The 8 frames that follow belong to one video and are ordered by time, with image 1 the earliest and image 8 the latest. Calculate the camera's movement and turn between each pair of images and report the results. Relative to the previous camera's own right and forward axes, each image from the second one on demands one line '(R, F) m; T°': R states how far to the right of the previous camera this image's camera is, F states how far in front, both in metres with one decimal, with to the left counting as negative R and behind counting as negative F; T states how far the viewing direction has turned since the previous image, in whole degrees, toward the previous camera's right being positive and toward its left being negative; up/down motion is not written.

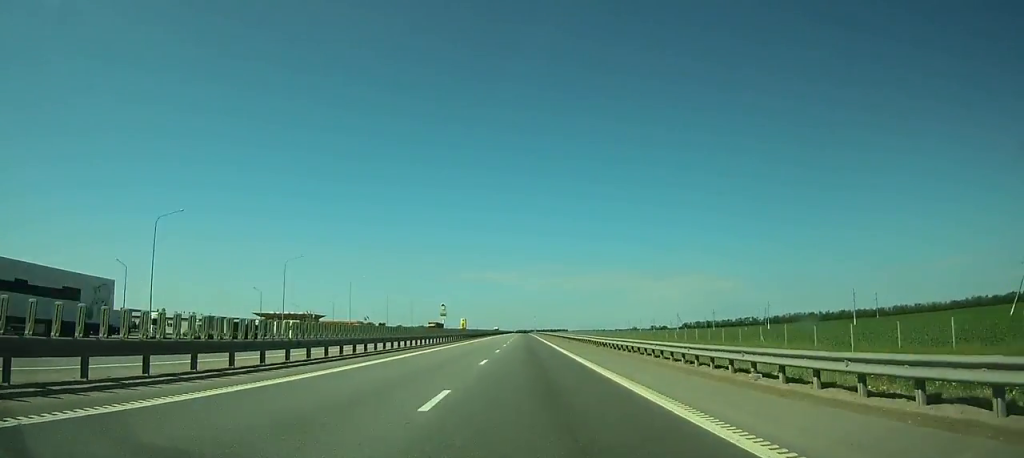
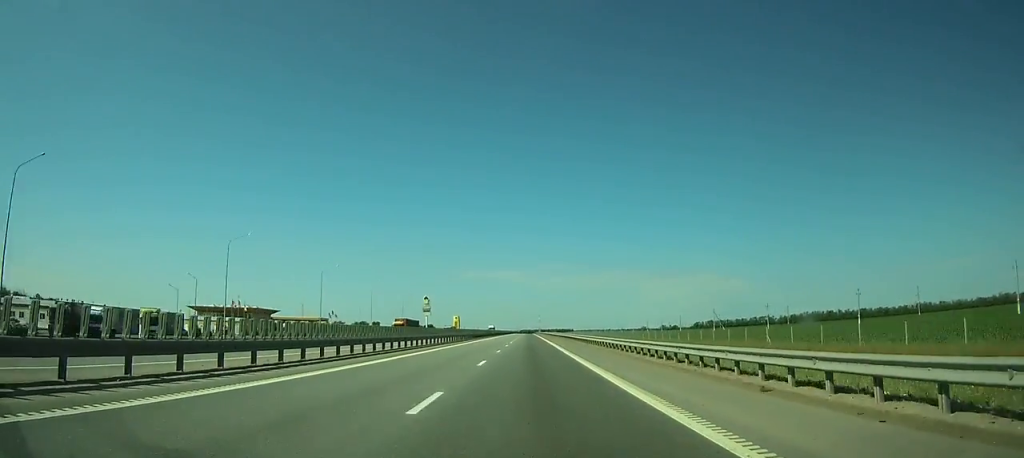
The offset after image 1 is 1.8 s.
(+0.1, +50.4) m; 0°
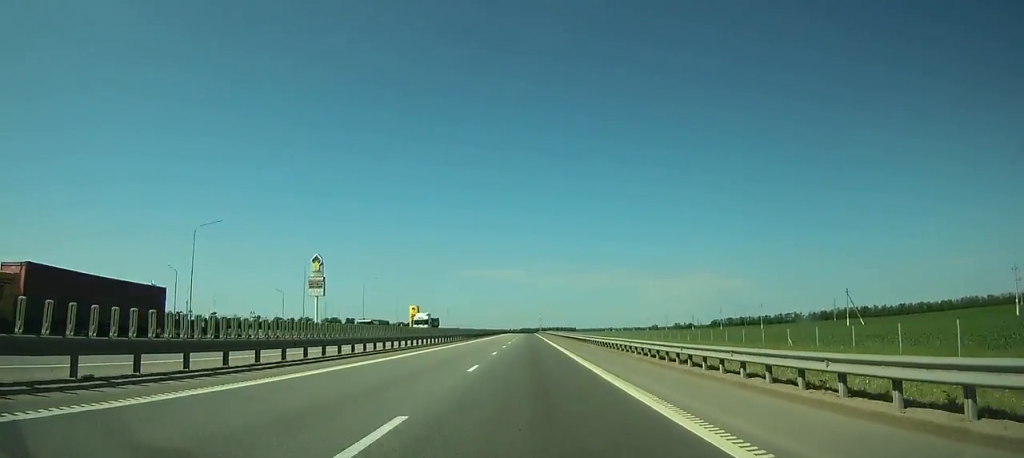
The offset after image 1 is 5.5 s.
(-0.9, +103.0) m; 0°
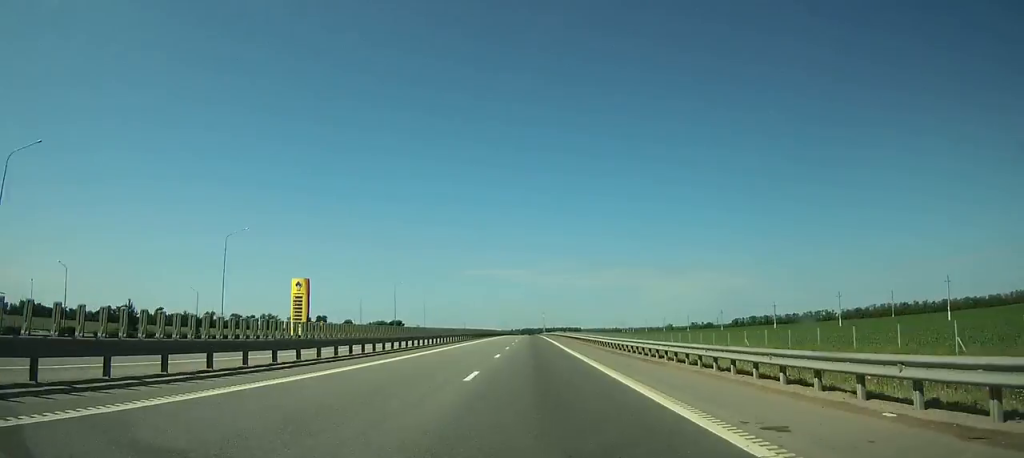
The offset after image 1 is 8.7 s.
(+0.1, +87.1) m; 0°
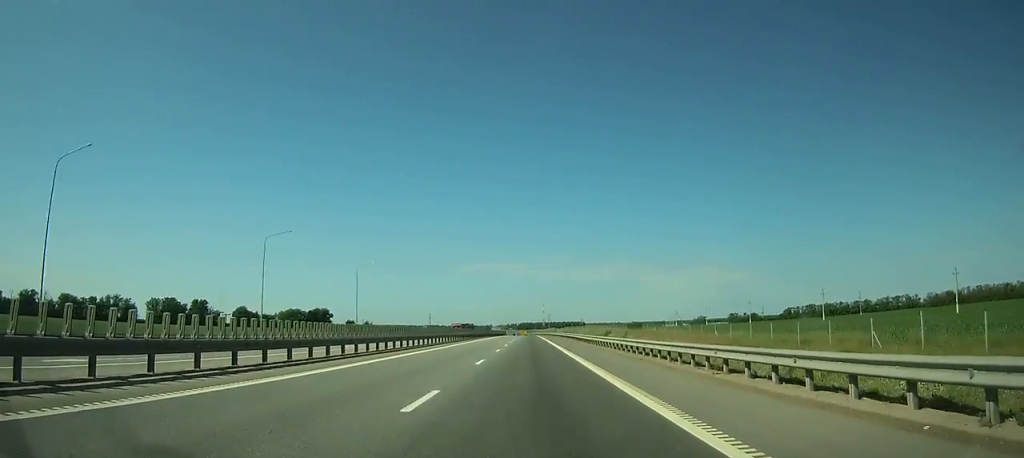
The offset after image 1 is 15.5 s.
(-0.1, +184.7) m; 0°
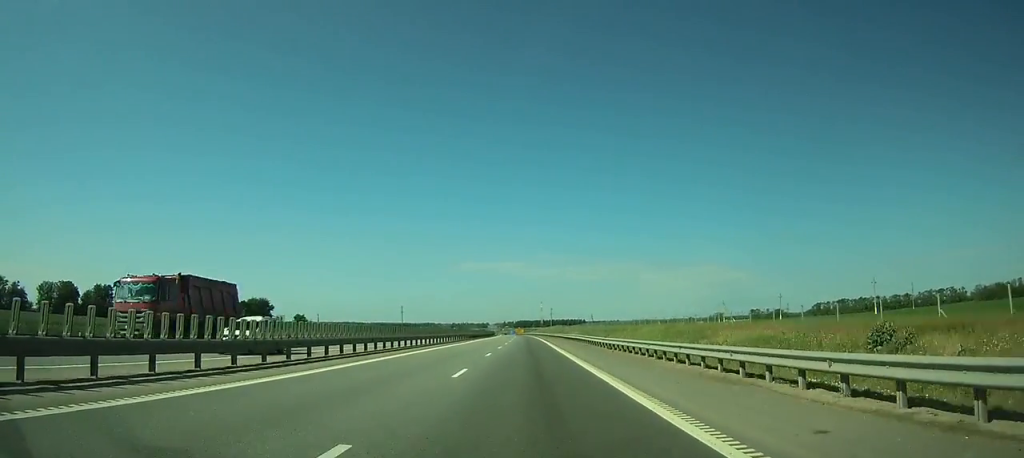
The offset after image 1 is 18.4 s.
(+0.1, +80.0) m; 0°
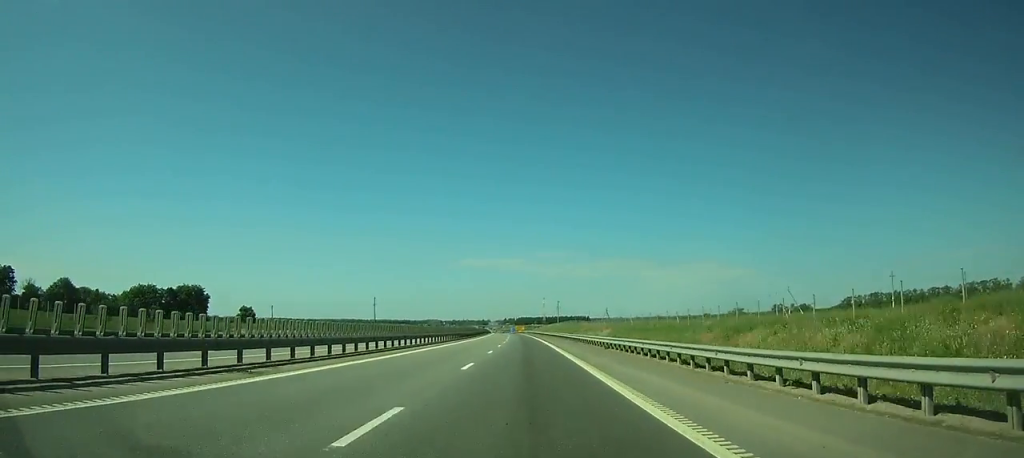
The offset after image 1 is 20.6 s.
(0.0, +58.7) m; 0°
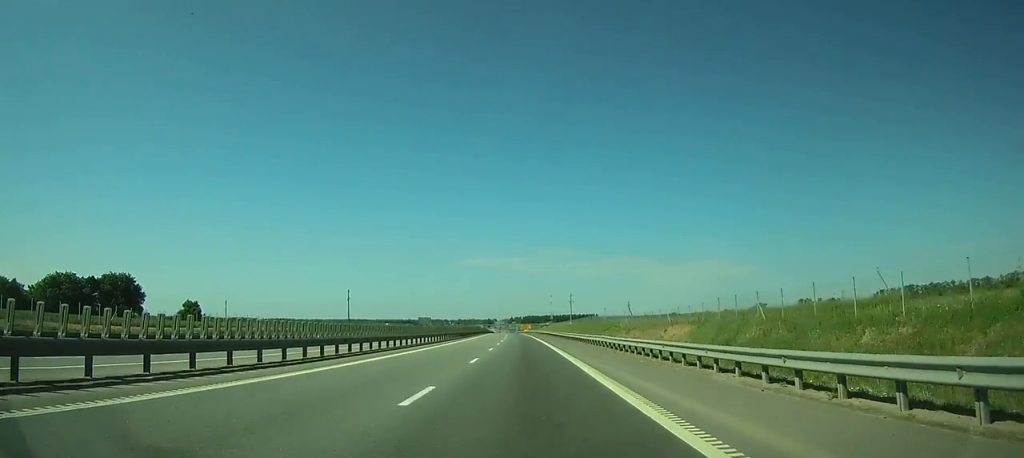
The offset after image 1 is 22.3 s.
(+0.2, +44.1) m; 0°
